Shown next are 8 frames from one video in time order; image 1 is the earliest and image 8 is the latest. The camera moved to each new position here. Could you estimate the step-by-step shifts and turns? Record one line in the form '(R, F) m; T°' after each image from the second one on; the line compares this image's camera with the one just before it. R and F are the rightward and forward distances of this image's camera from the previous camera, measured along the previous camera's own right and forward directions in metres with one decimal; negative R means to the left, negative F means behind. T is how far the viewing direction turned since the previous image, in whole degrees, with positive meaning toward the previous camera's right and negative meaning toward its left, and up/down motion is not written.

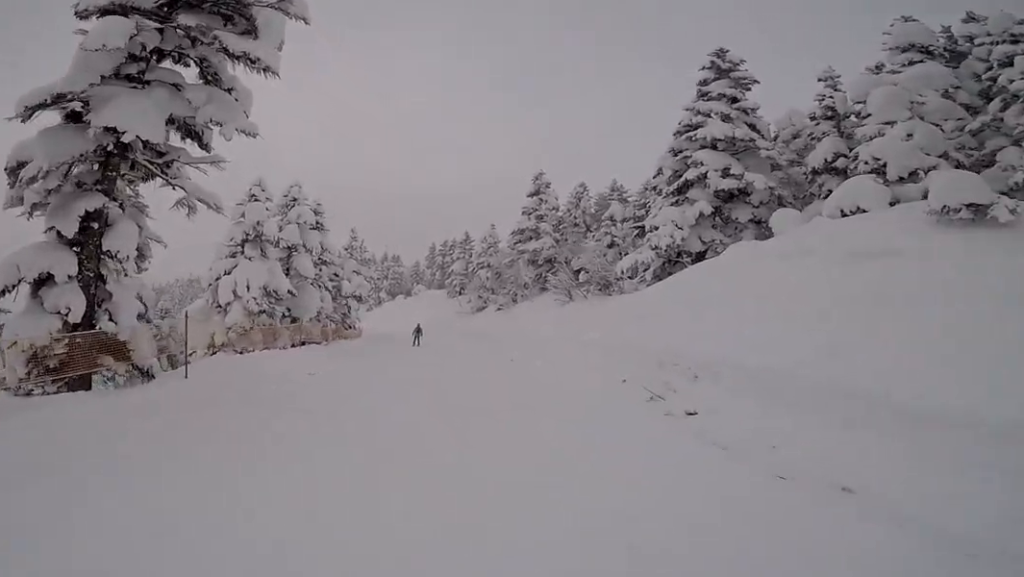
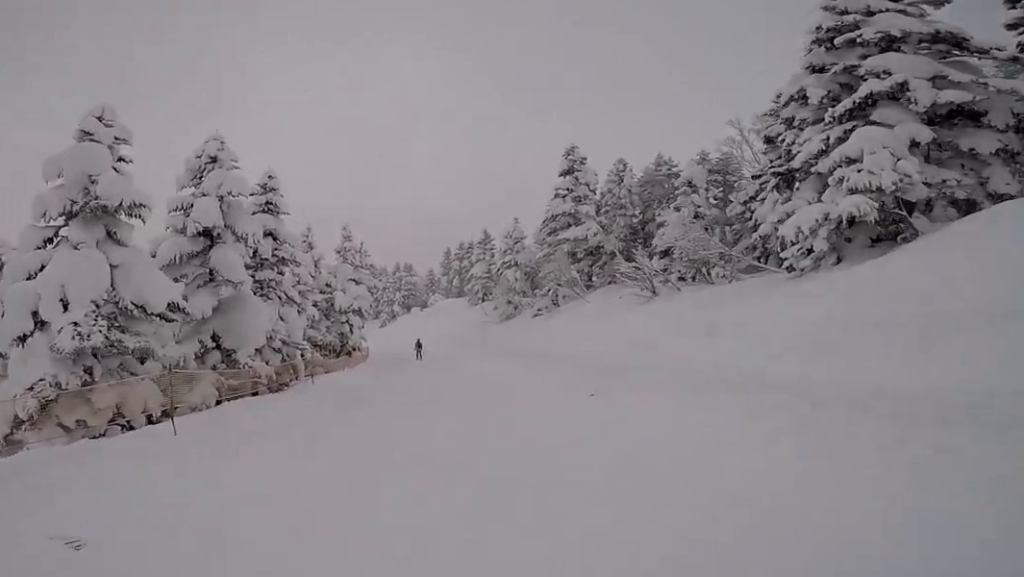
(-0.7, +8.3) m; -5°
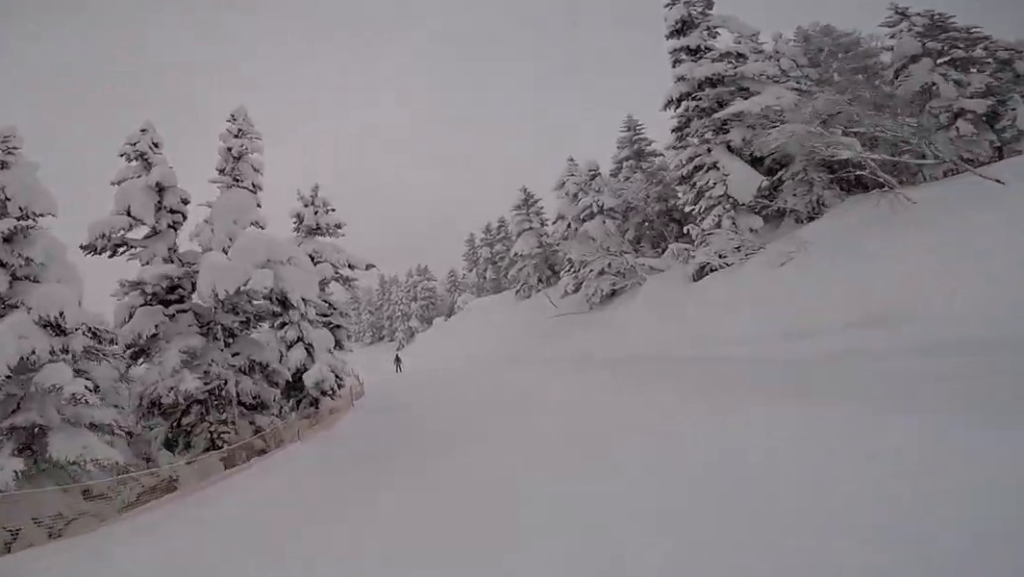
(-0.1, +18.1) m; 0°
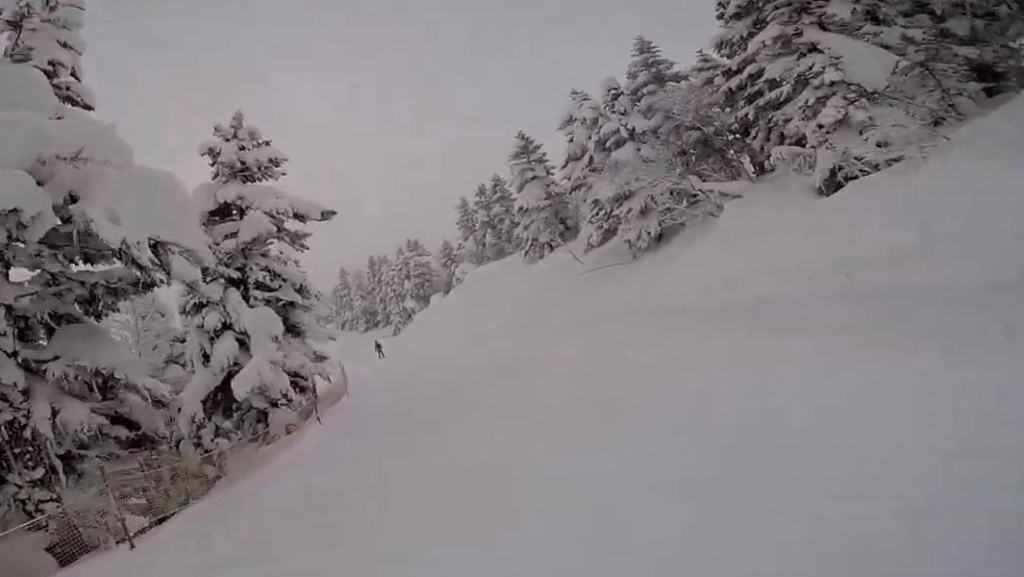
(0.0, +5.5) m; 0°
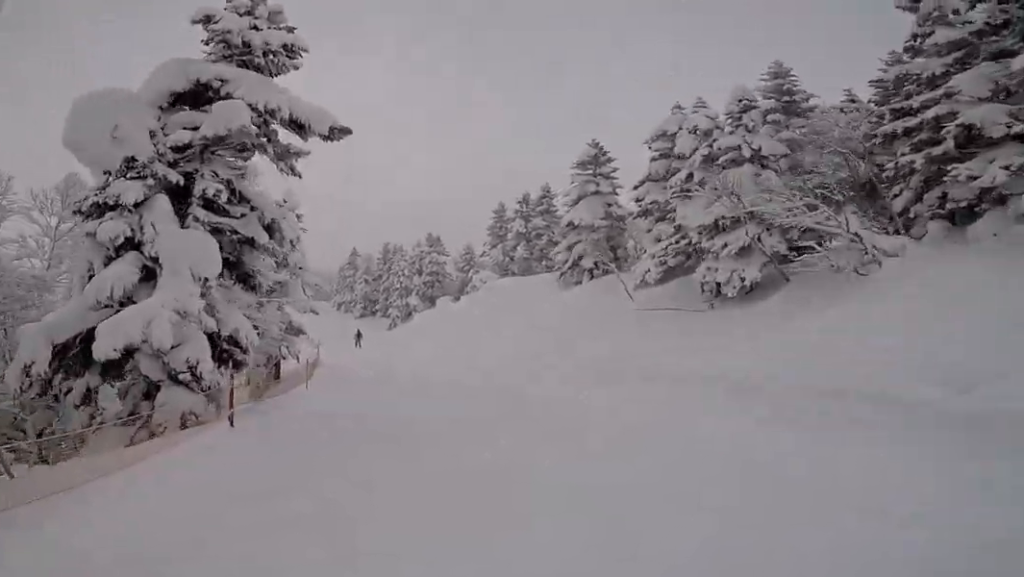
(0.0, +3.9) m; 0°
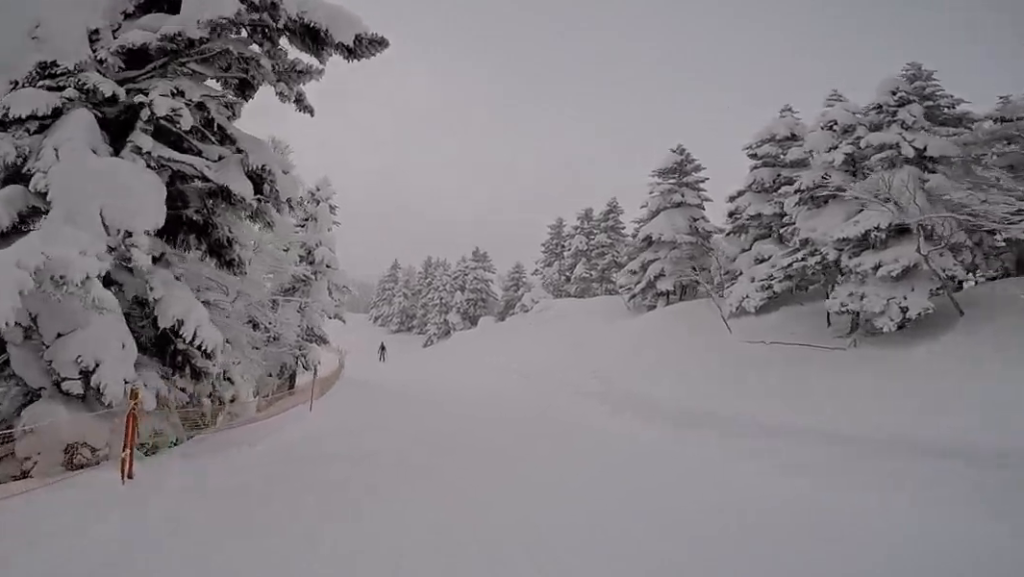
(0.0, +3.1) m; -1°
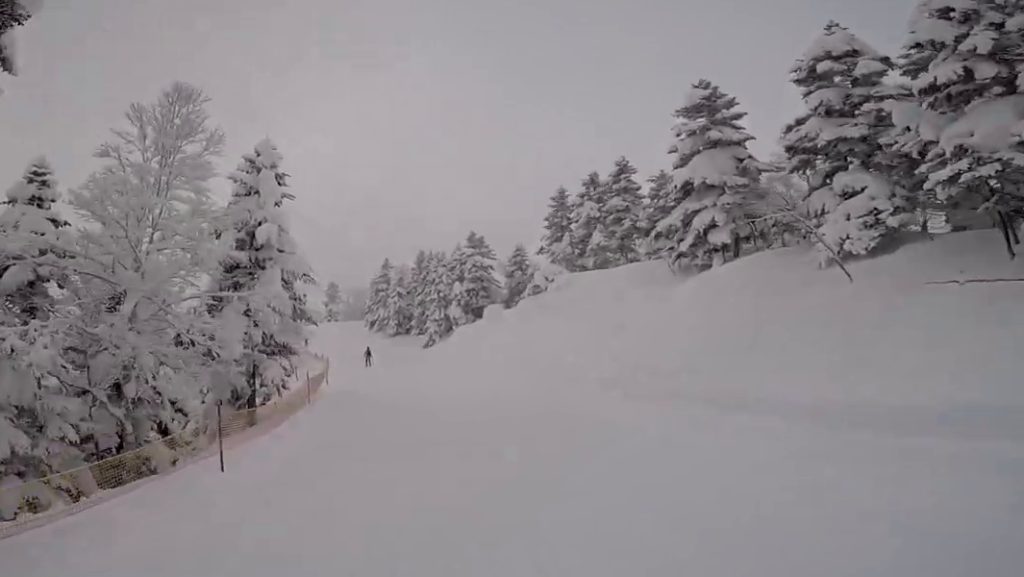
(0.0, +4.6) m; -2°
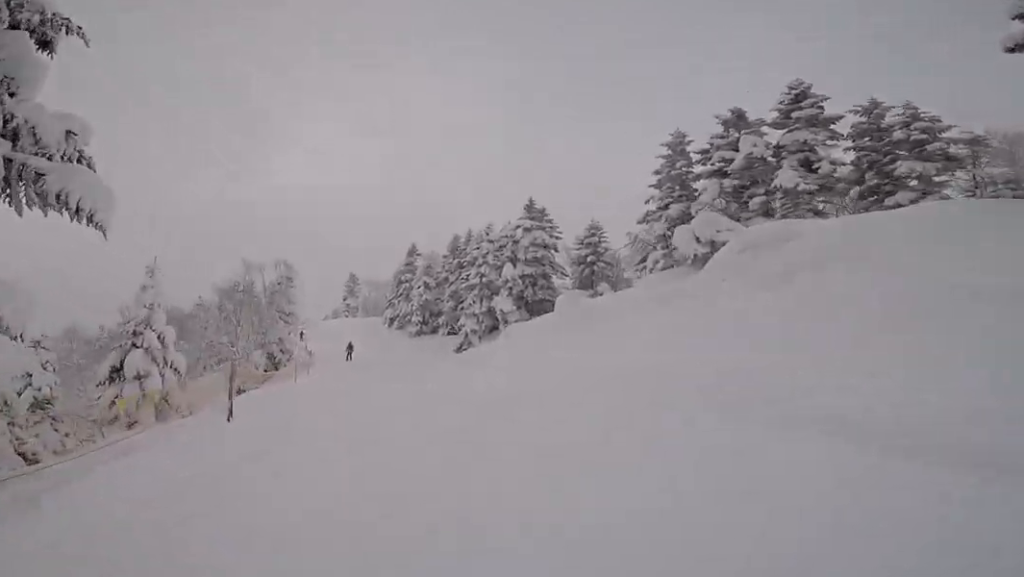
(-1.0, +11.3) m; -9°
